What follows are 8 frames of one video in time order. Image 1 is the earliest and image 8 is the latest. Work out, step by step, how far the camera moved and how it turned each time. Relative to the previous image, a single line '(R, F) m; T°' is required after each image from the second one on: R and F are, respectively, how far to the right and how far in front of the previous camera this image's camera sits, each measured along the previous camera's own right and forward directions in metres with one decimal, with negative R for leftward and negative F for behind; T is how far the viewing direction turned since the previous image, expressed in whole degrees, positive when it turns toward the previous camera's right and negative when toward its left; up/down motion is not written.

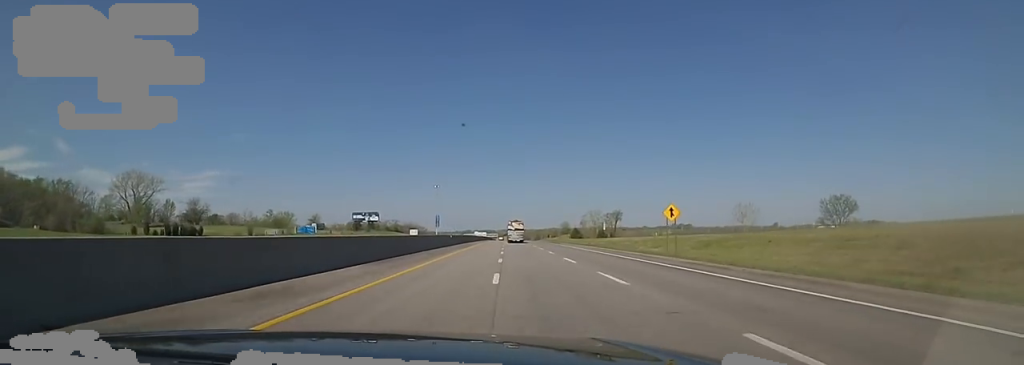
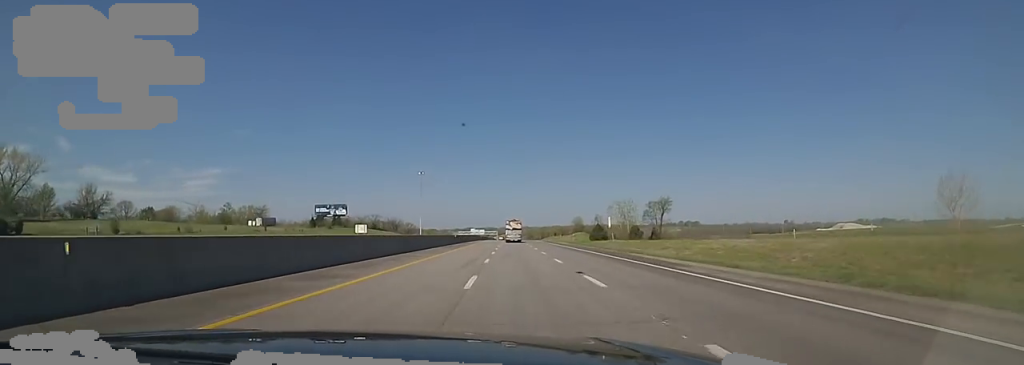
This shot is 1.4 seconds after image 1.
(+0.4, +50.8) m; 0°
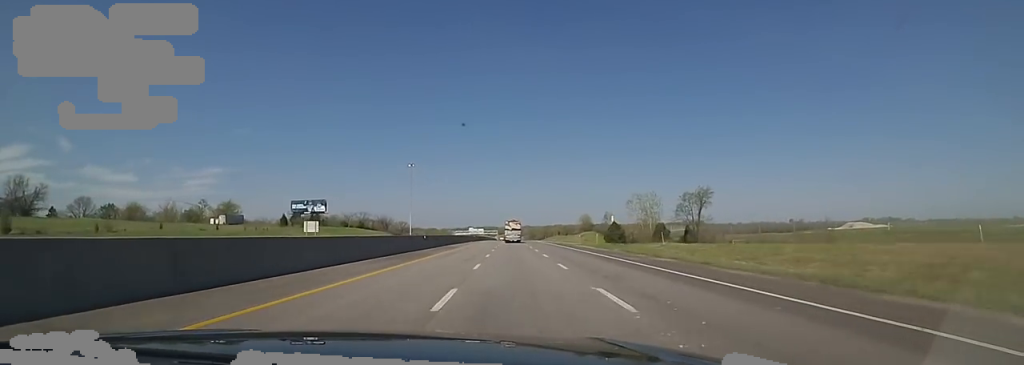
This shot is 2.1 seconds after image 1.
(+0.2, +24.1) m; -1°
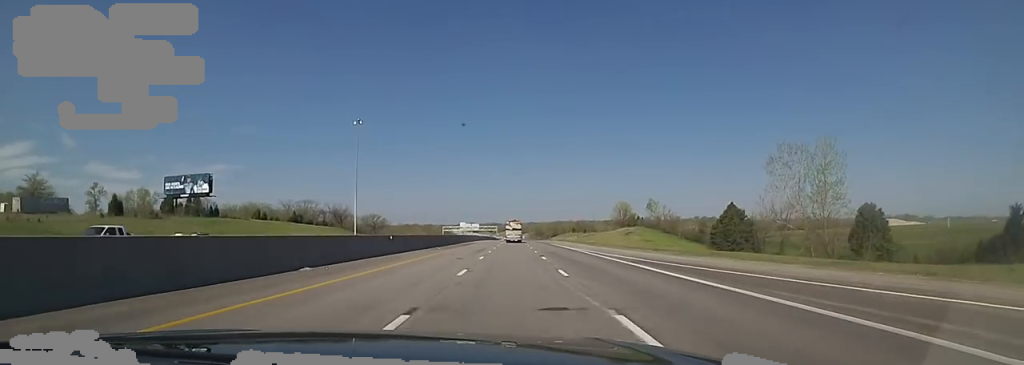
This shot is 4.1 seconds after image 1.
(-0.7, +73.4) m; -1°
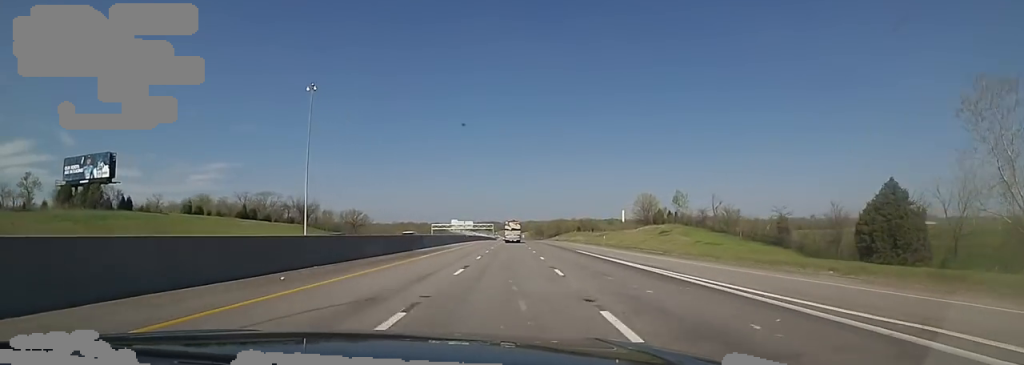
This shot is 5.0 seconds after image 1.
(-0.8, +30.0) m; 0°
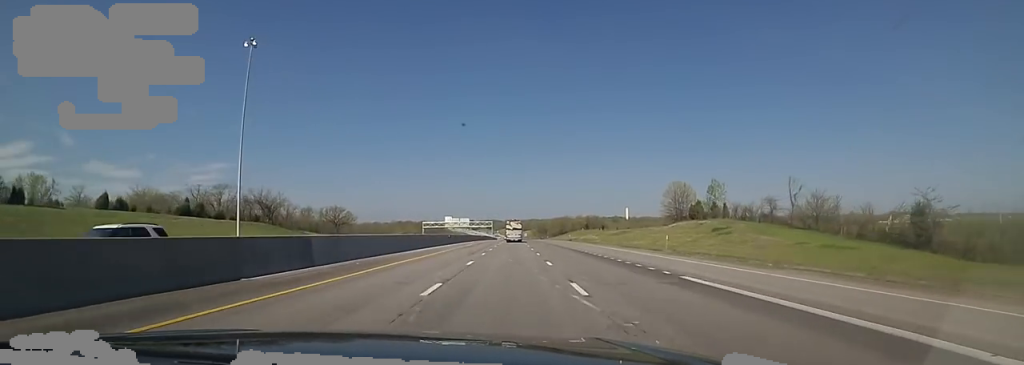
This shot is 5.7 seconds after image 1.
(+0.4, +25.7) m; 0°
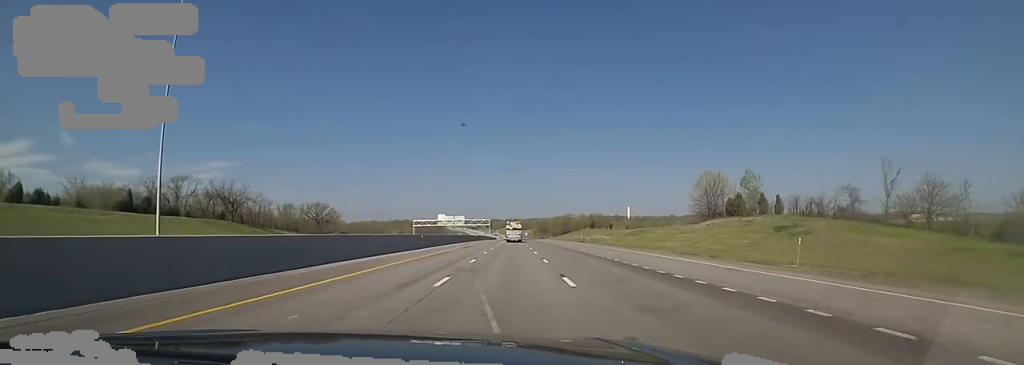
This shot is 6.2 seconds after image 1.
(+0.7, +18.5) m; 0°
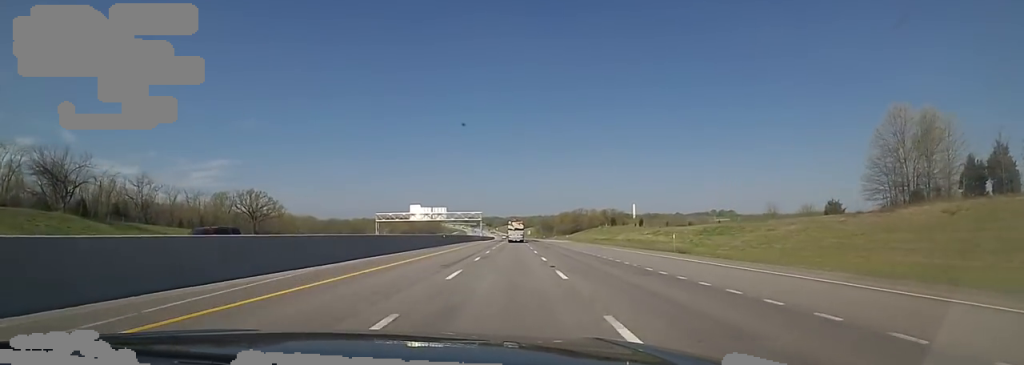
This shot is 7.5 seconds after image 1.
(-0.8, +50.2) m; 0°
